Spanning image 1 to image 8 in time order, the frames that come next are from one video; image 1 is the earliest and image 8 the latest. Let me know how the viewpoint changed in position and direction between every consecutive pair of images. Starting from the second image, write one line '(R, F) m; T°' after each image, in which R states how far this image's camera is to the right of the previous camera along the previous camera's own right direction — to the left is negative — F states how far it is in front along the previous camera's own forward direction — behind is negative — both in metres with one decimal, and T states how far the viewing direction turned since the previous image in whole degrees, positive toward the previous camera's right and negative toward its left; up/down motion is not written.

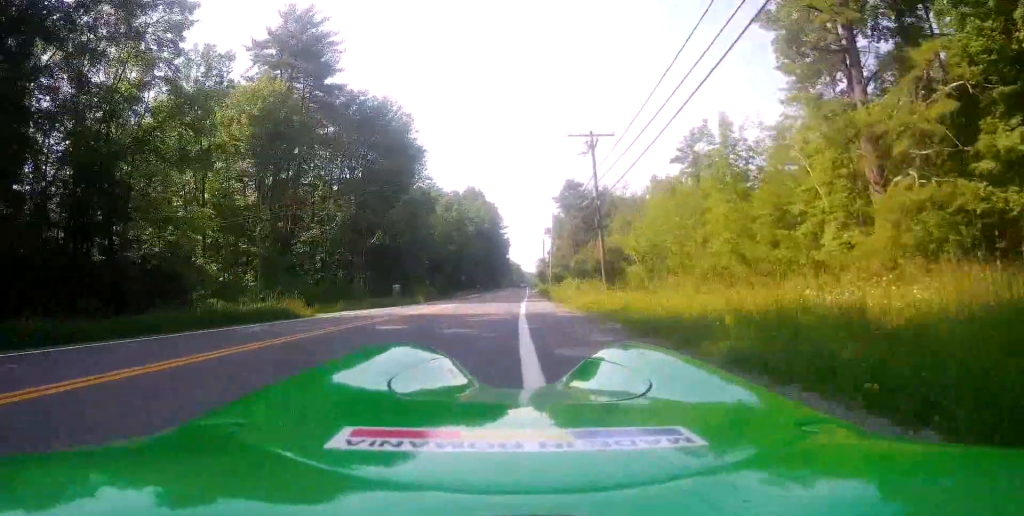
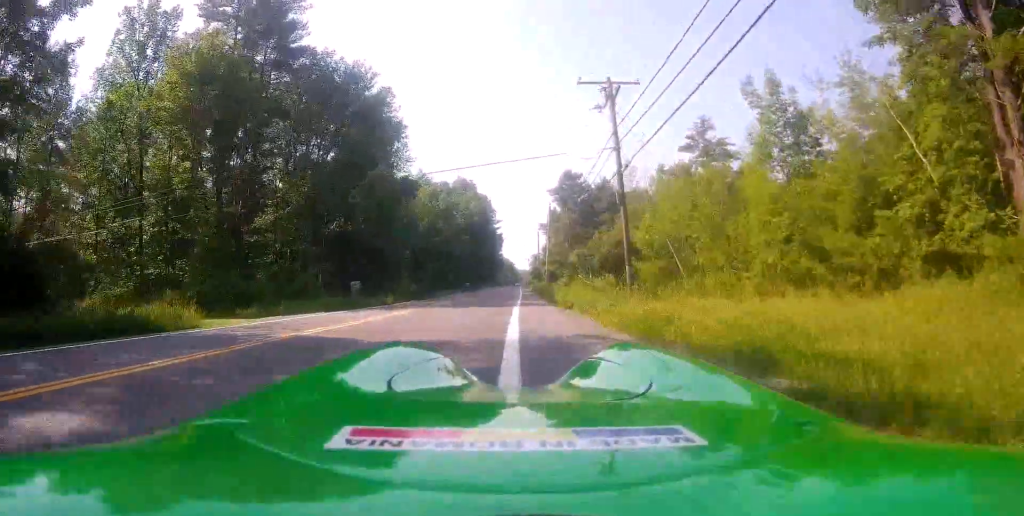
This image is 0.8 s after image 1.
(0.0, +7.8) m; +1°
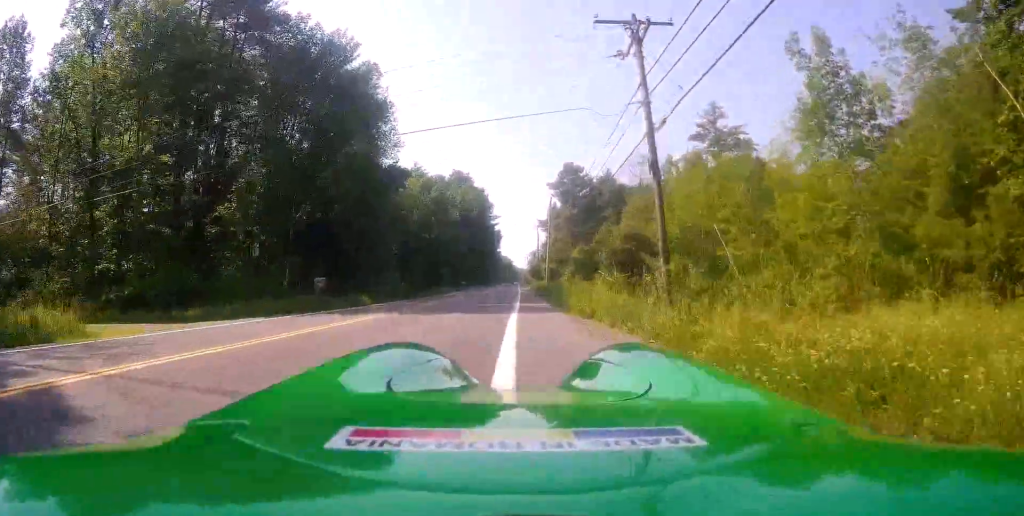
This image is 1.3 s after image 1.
(0.0, +5.3) m; +2°
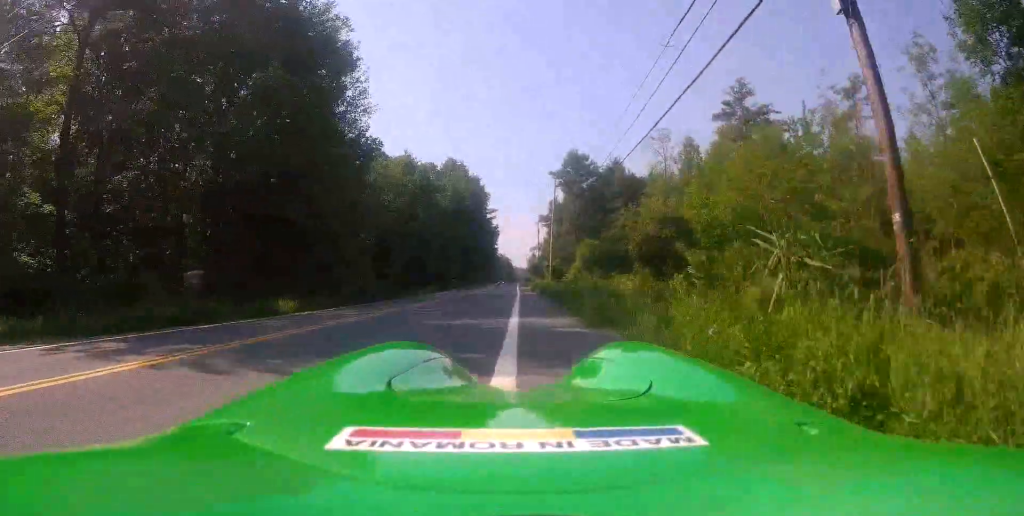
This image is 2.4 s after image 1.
(+0.4, +10.1) m; +3°
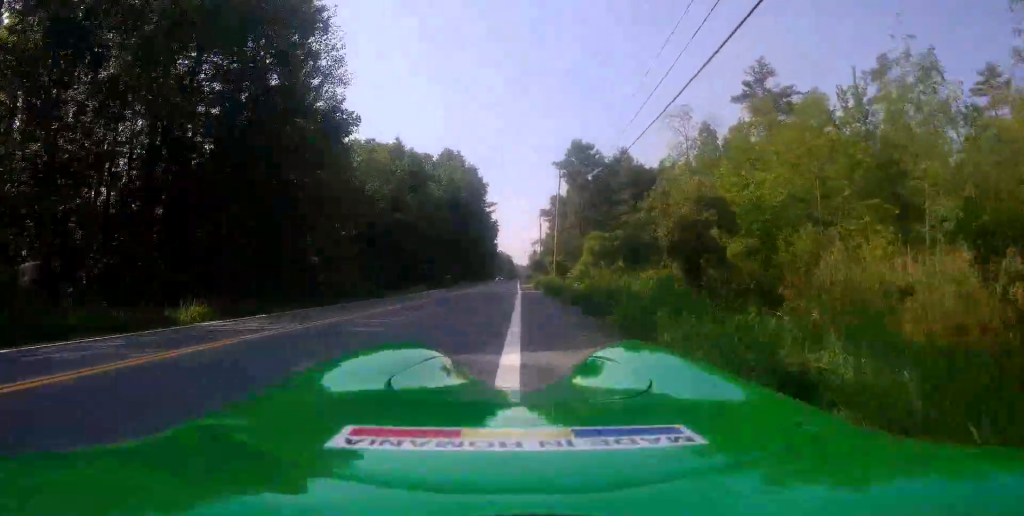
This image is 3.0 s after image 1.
(+0.1, +6.1) m; 0°
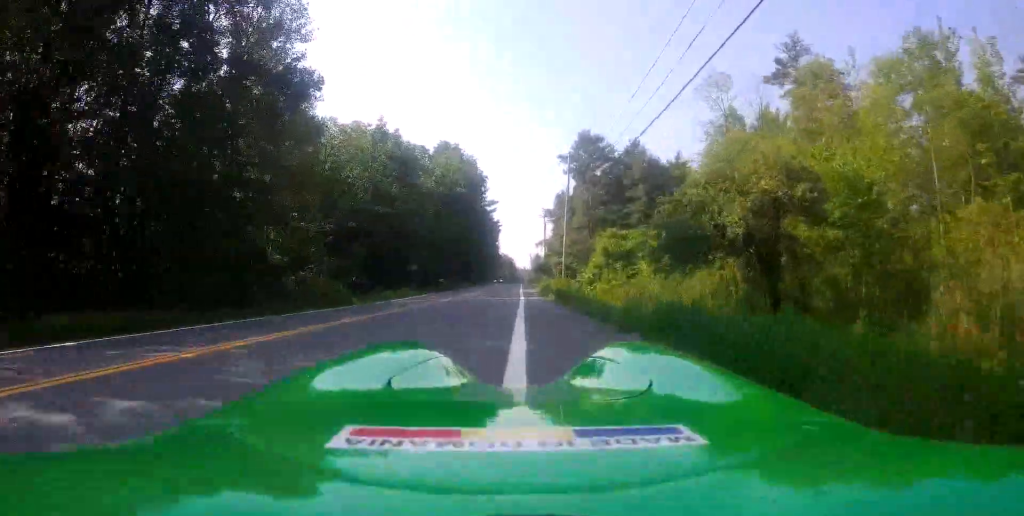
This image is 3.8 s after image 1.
(0.0, +7.7) m; 0°
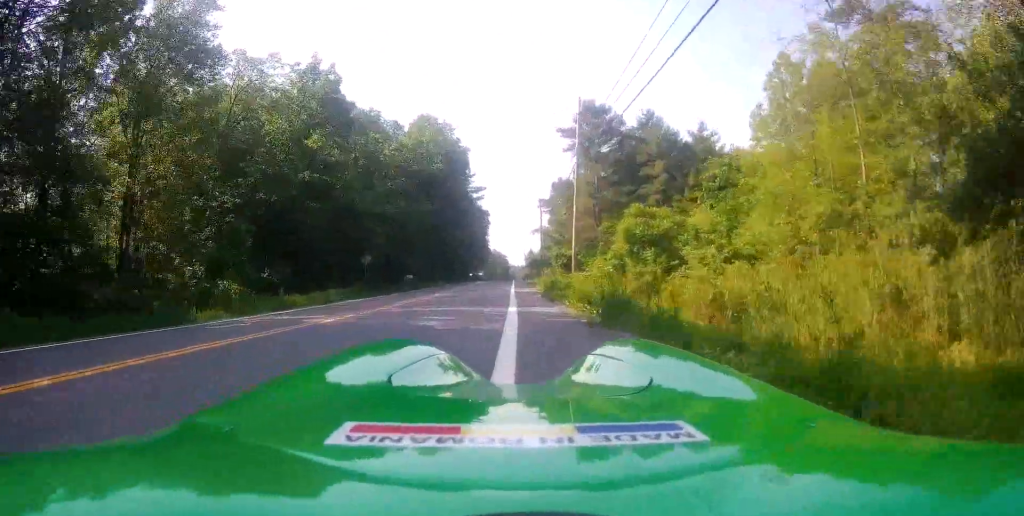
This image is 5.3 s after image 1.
(0.0, +14.5) m; 0°
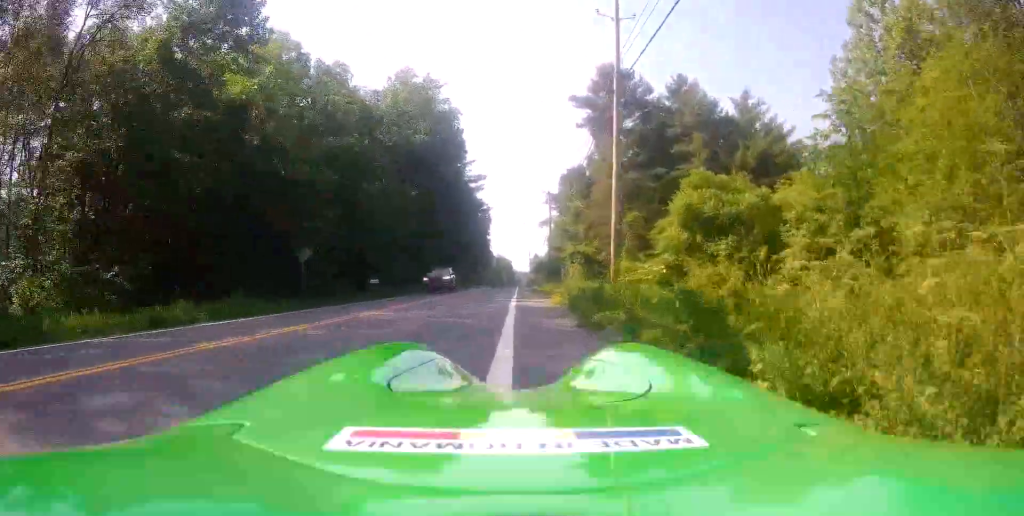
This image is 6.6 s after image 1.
(0.0, +12.7) m; 0°
